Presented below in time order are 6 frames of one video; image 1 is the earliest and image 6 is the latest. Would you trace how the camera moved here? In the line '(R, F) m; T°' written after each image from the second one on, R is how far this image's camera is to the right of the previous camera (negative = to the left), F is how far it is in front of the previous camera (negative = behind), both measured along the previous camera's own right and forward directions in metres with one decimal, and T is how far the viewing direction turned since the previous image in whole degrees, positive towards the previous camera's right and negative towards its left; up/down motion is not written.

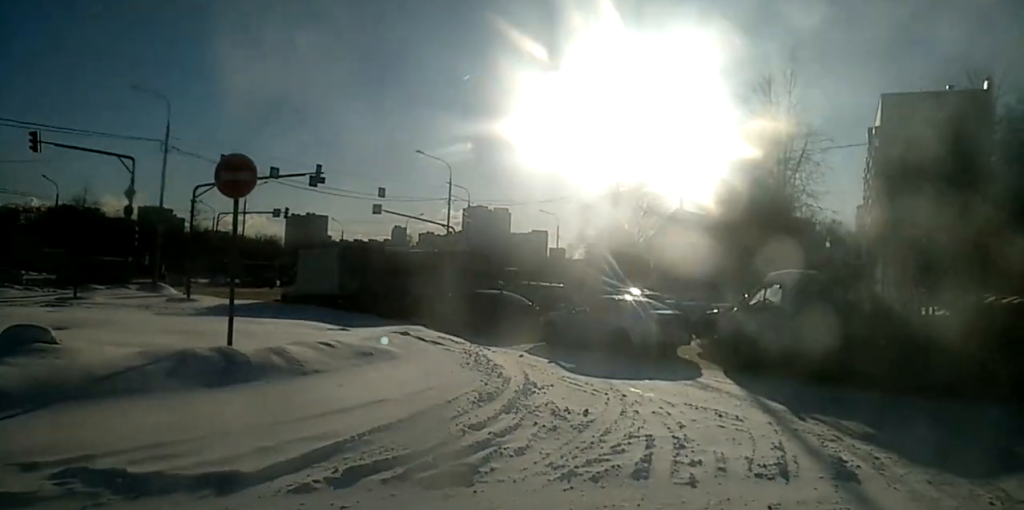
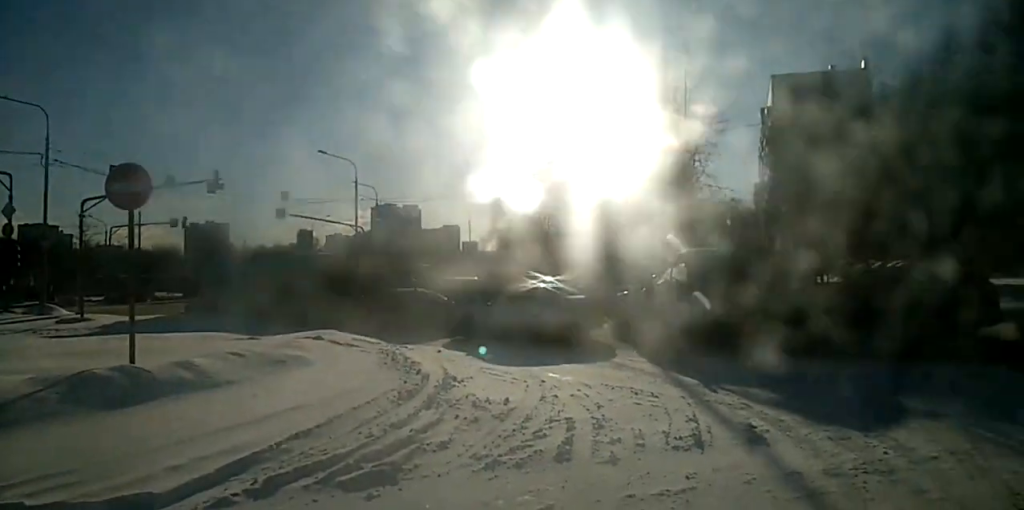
(0.0, +0.3) m; 0°
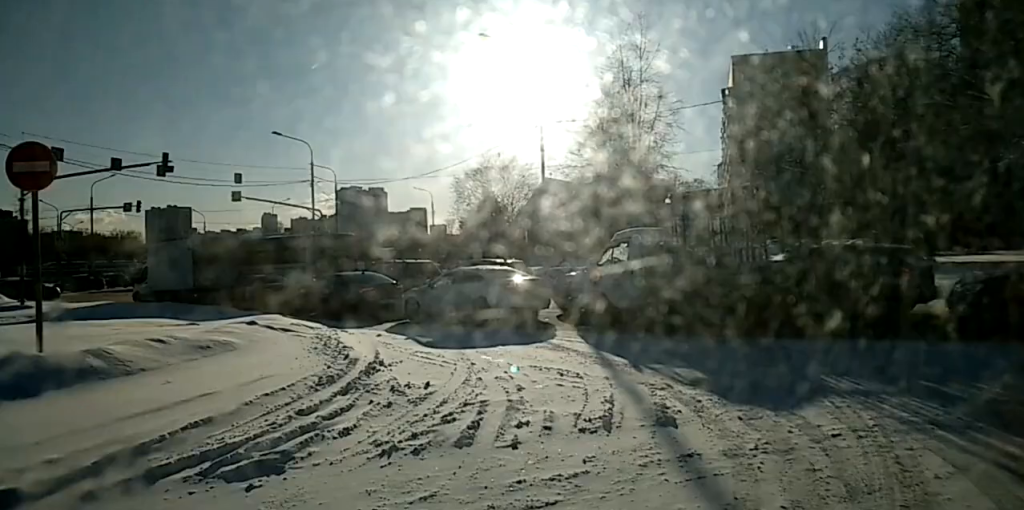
(-0.3, +0.8) m; 0°
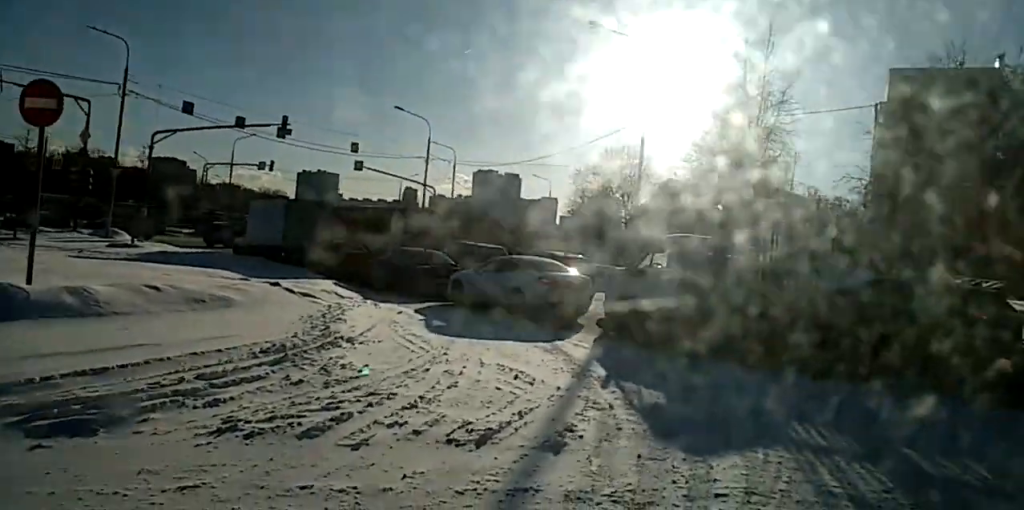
(+0.3, +2.2) m; +2°
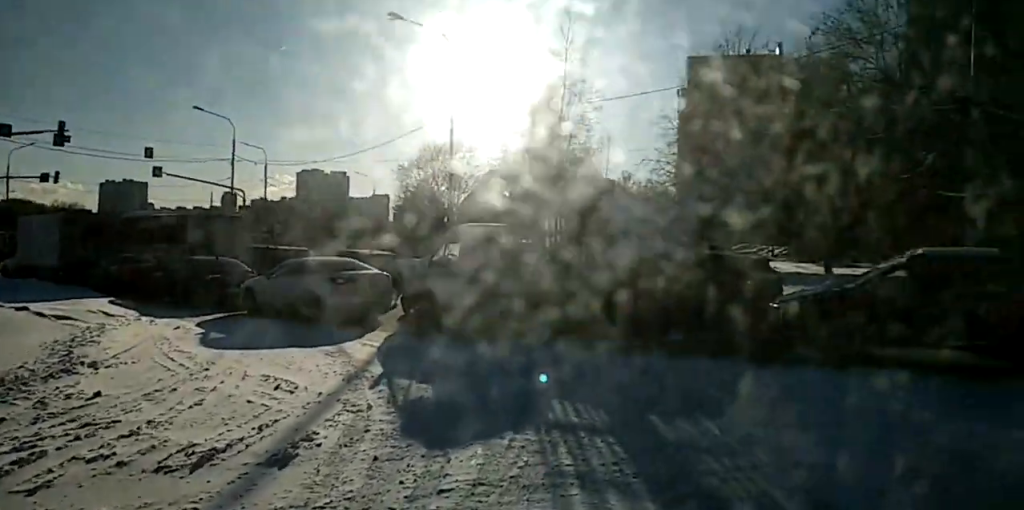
(-0.4, +1.0) m; +1°
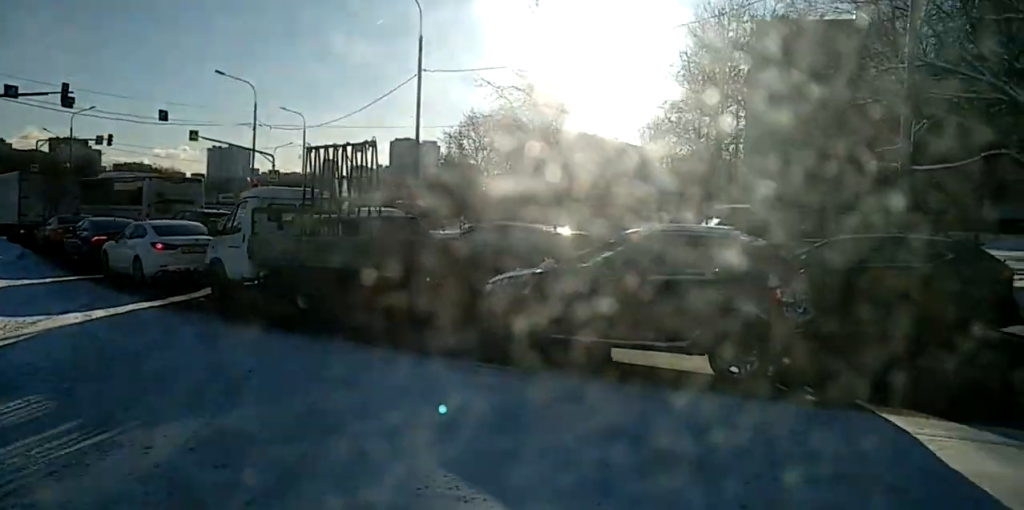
(+1.2, +5.6) m; +3°
